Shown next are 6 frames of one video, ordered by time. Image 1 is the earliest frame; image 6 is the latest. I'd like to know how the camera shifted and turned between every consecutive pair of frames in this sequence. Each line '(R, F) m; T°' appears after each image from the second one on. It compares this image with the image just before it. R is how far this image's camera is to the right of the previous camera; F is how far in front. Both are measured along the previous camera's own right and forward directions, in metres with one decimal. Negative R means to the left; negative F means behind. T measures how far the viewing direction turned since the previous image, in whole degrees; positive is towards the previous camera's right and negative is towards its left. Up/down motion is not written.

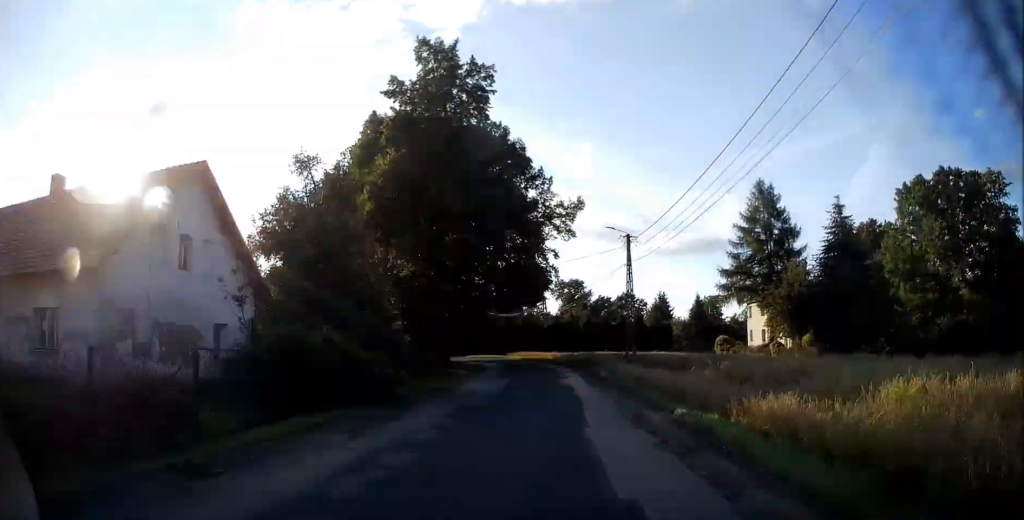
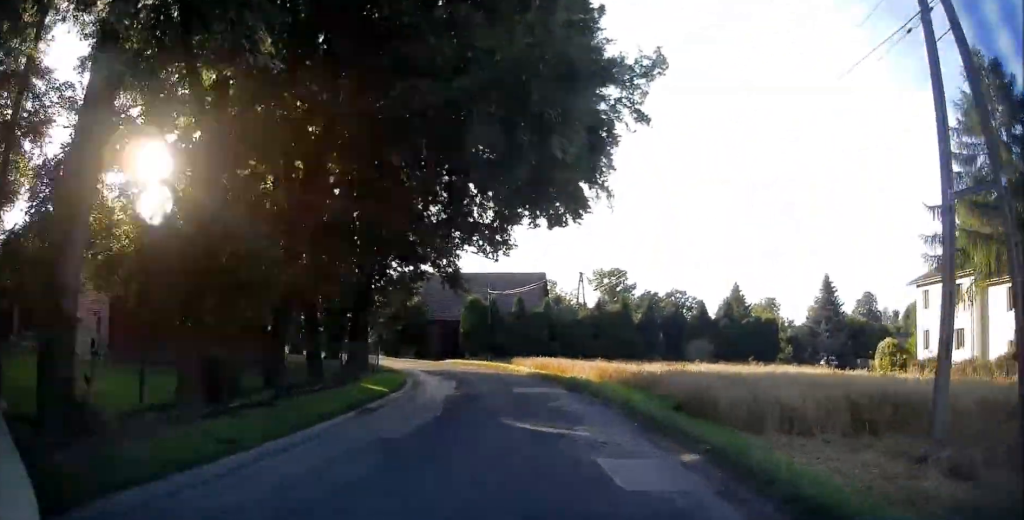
(-0.8, +28.2) m; -6°
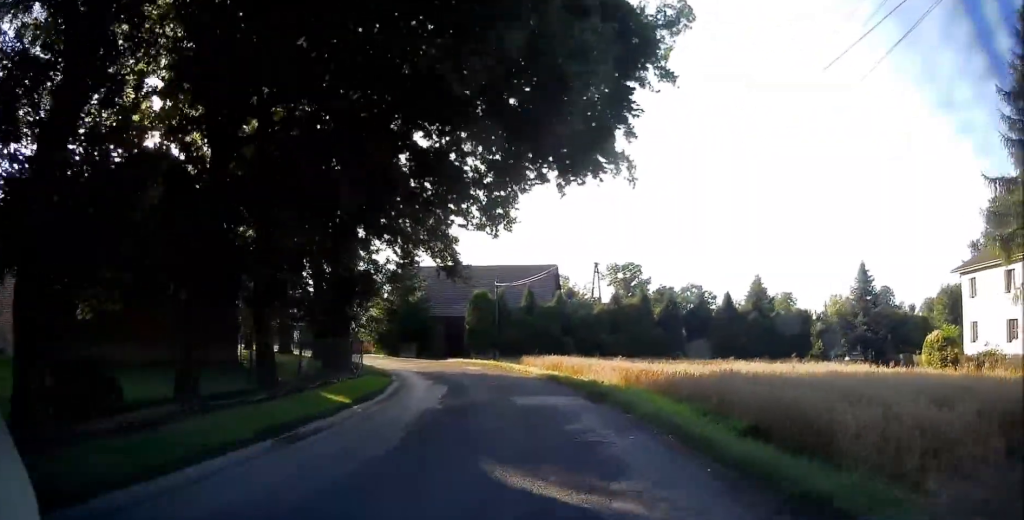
(-0.2, +3.6) m; -2°
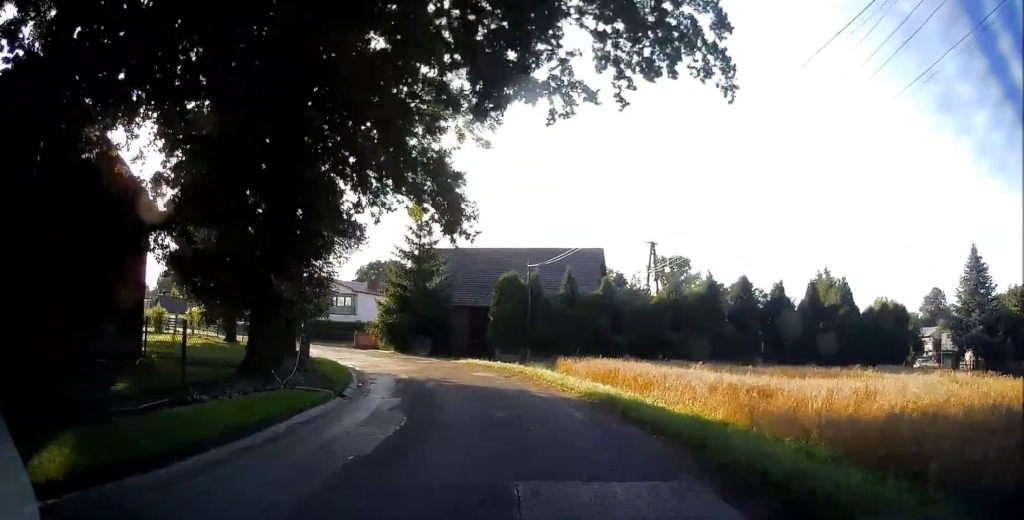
(-0.1, +8.1) m; 0°
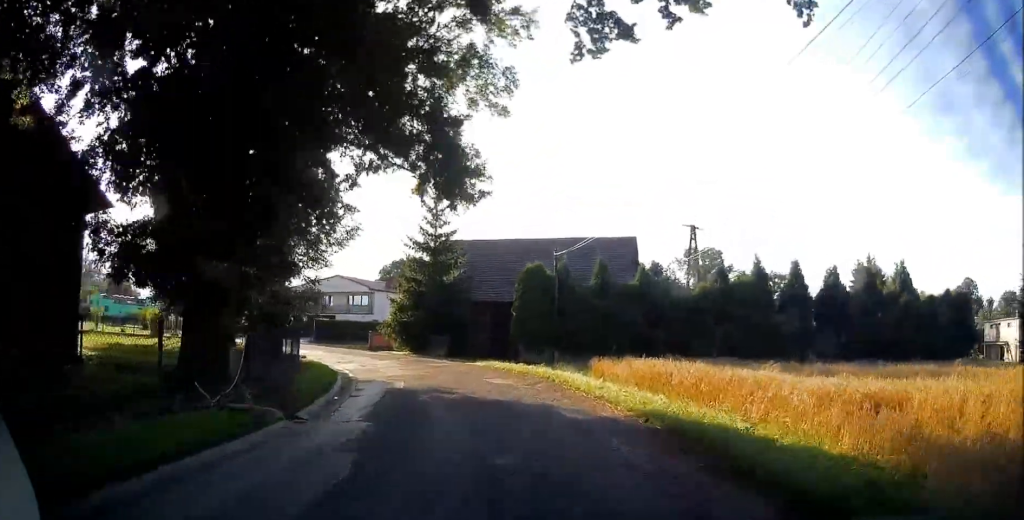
(0.0, +4.2) m; -1°
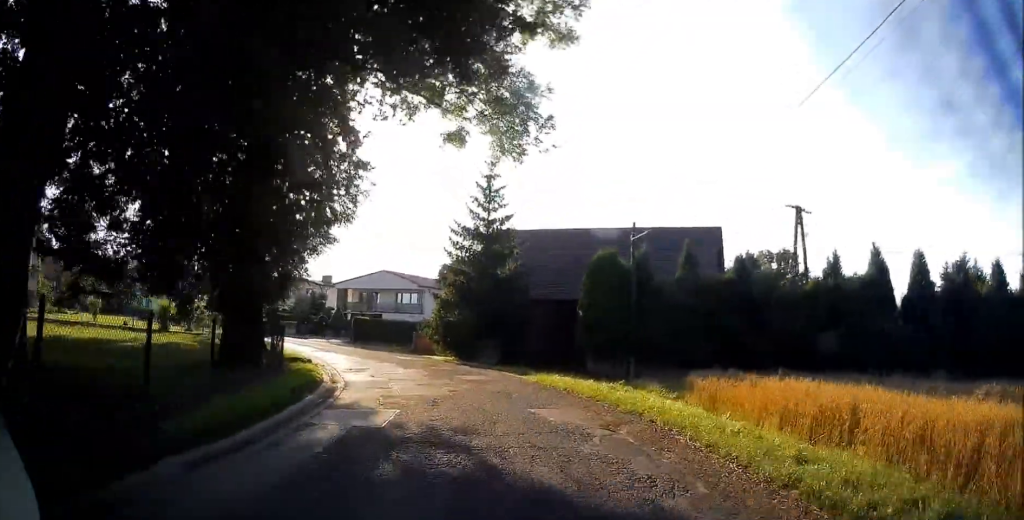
(0.0, +6.9) m; -3°
